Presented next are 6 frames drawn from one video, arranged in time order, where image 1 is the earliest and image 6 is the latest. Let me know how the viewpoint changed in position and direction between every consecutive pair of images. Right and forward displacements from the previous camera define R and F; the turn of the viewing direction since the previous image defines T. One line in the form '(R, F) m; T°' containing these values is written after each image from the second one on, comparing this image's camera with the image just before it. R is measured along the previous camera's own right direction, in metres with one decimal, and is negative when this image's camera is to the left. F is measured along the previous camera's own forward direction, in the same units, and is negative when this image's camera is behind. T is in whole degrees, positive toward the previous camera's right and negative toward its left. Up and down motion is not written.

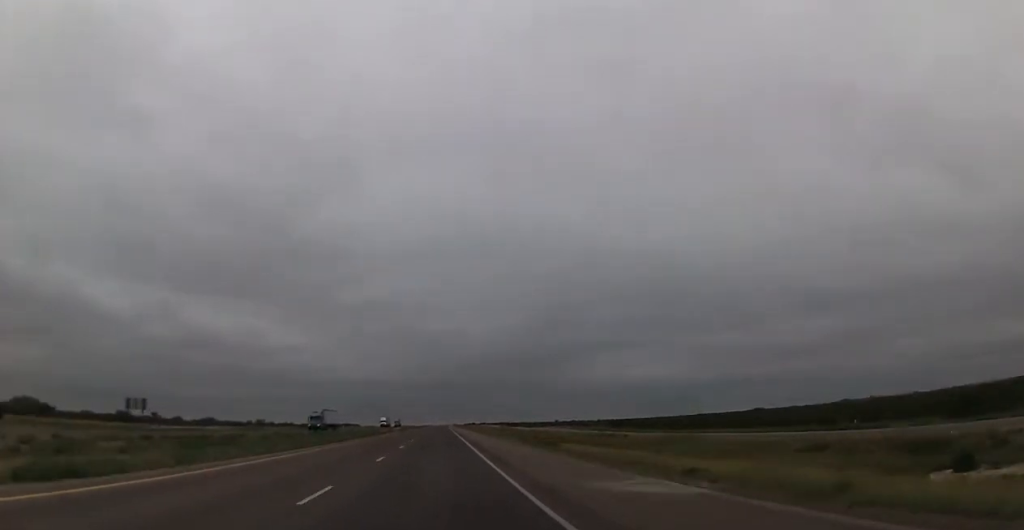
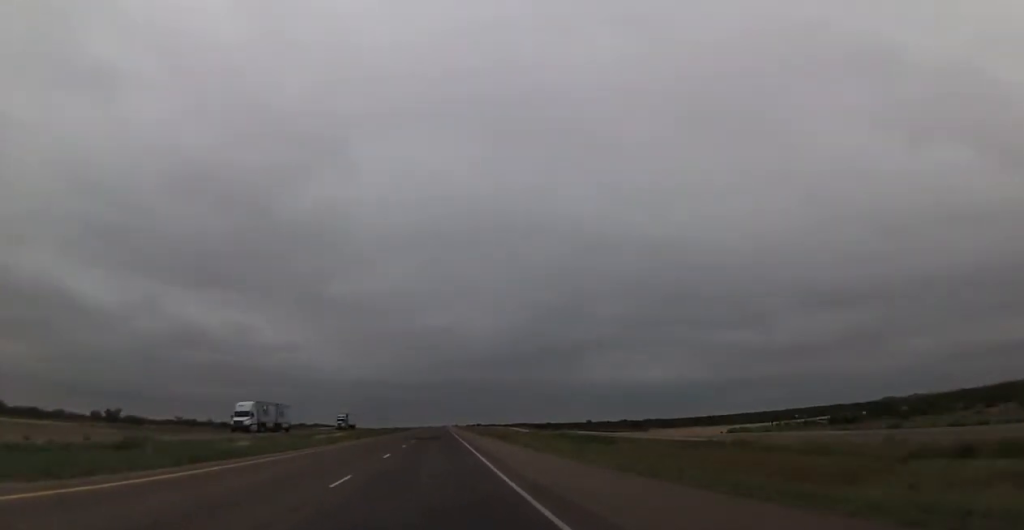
(-0.9, +105.7) m; 0°
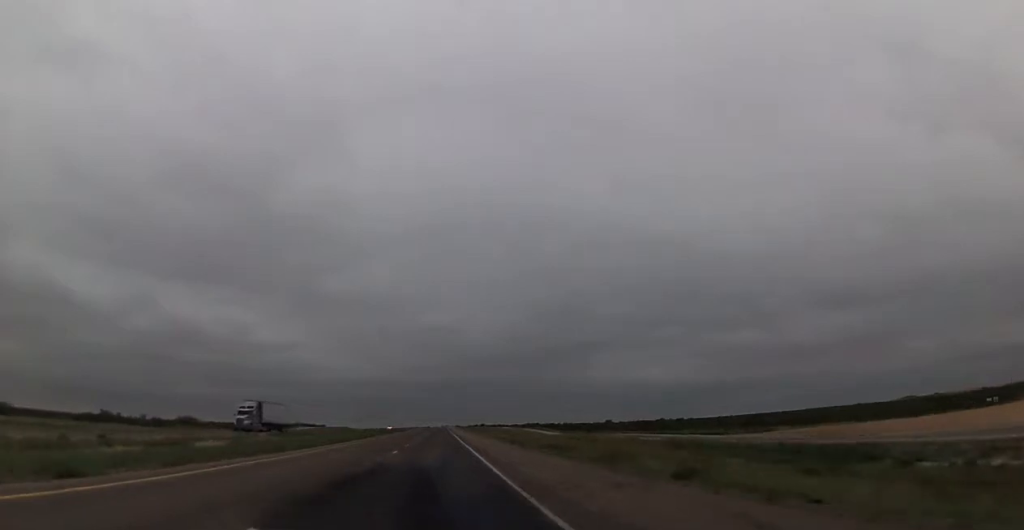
(-0.1, +44.7) m; 0°
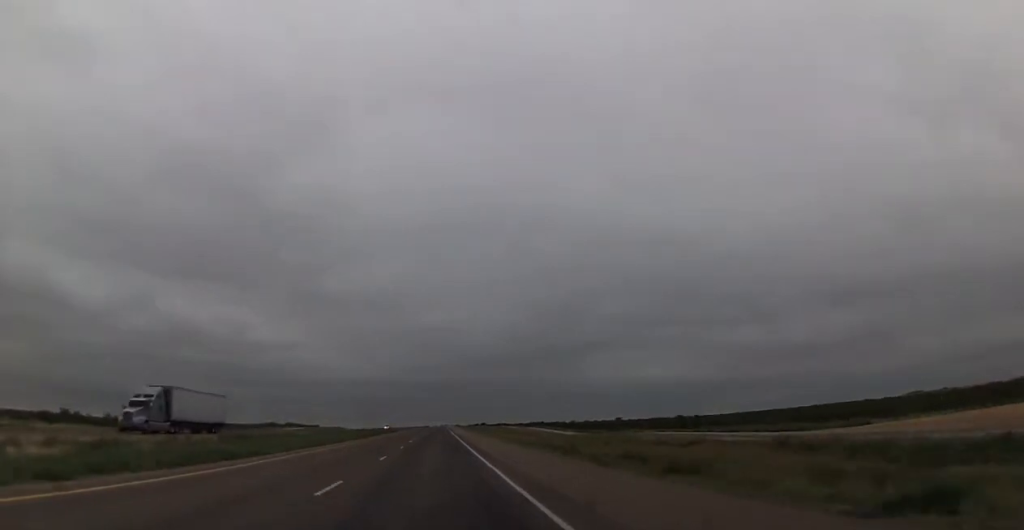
(-0.1, +16.9) m; 0°
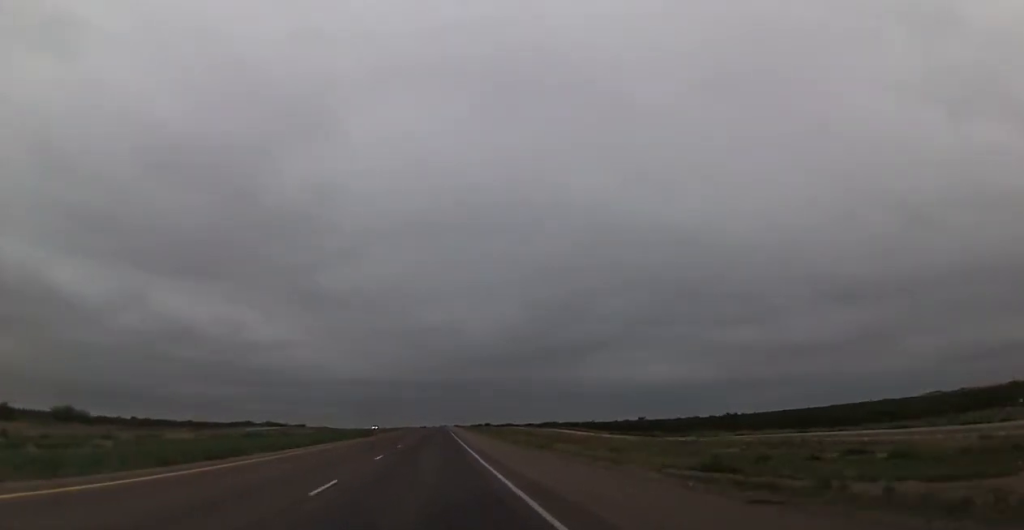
(+0.1, +36.4) m; 0°
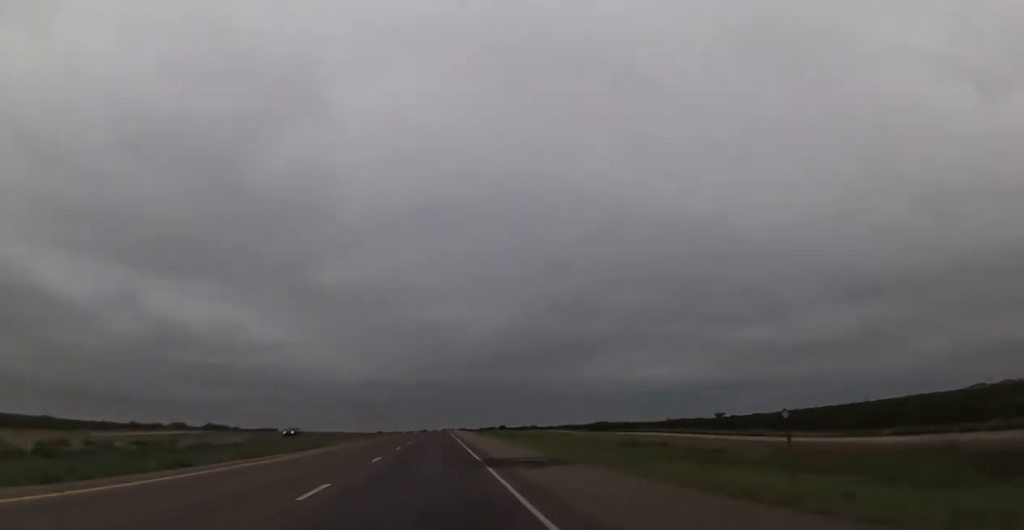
(+0.2, +73.0) m; 0°
